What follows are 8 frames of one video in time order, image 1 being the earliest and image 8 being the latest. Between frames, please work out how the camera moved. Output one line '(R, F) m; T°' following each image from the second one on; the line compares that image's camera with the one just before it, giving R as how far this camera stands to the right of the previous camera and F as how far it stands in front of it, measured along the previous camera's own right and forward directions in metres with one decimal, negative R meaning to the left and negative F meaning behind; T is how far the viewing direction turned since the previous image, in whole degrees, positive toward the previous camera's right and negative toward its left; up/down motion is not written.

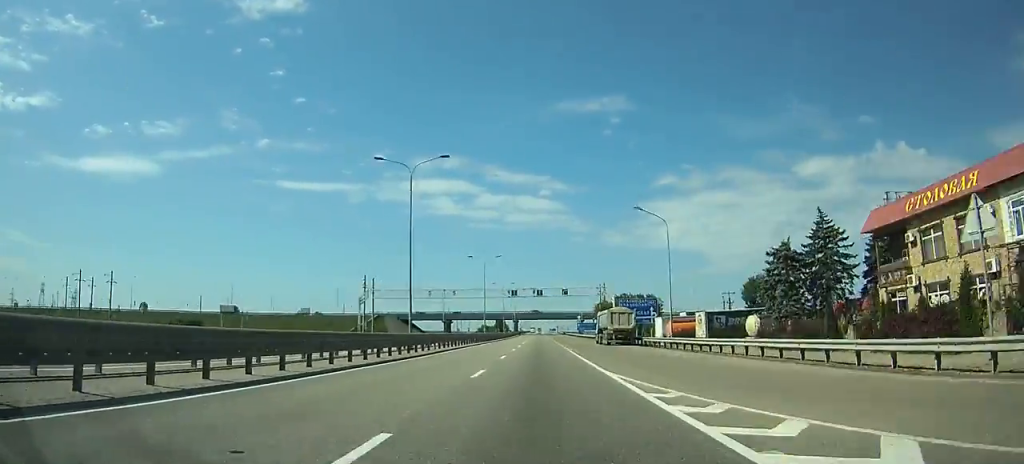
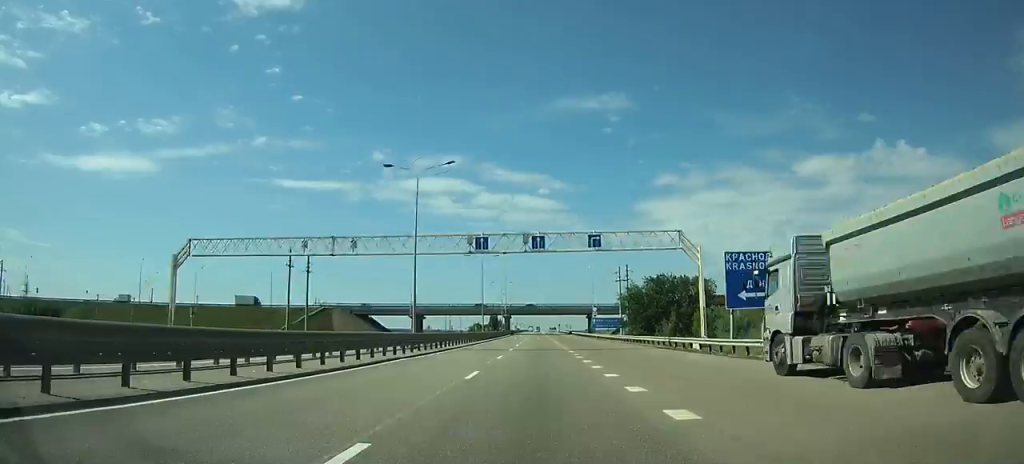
(+0.1, +50.3) m; 0°
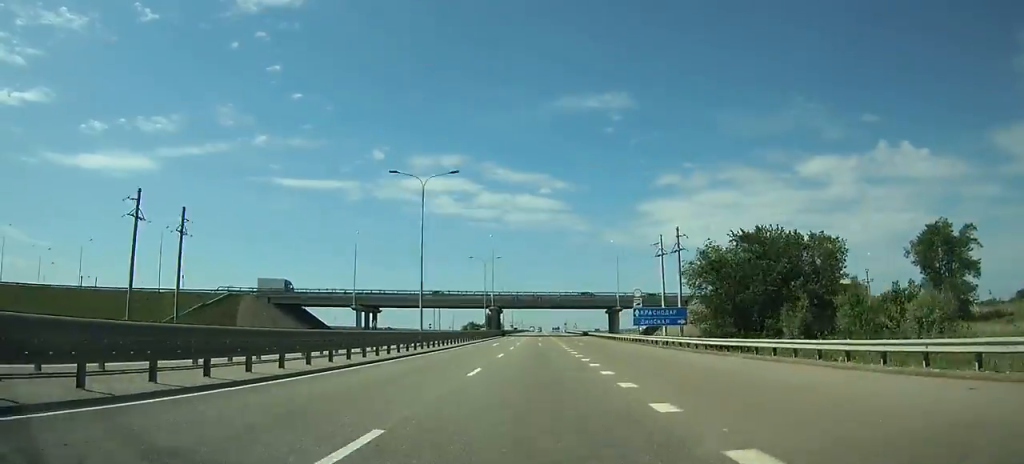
(+0.1, +48.4) m; 0°
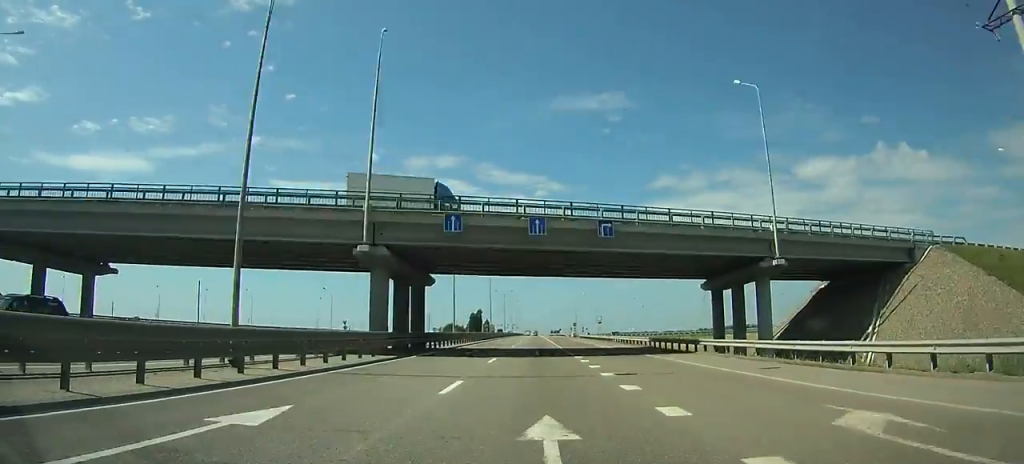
(-0.2, +78.0) m; 0°
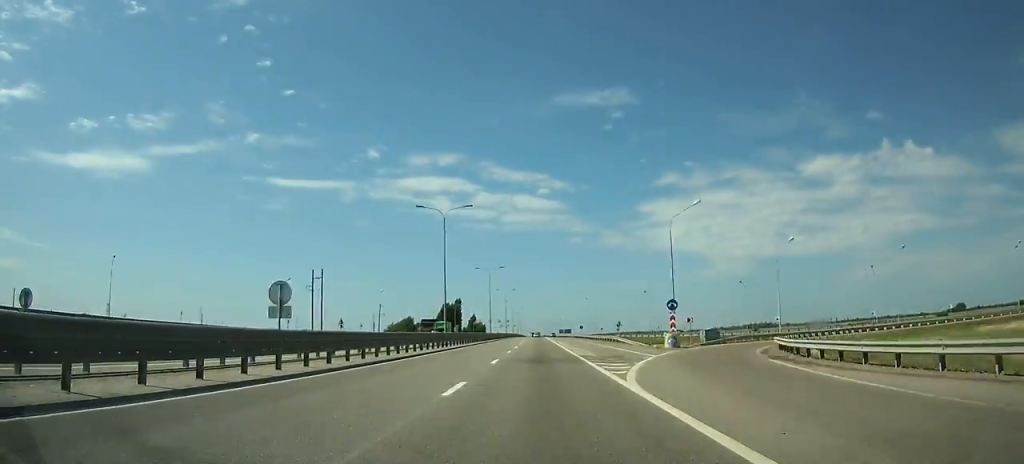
(-0.2, +107.1) m; 0°
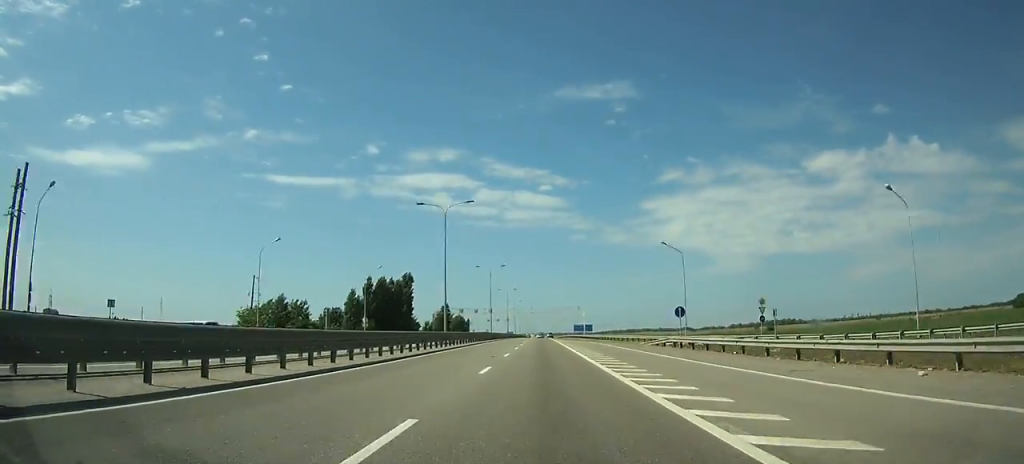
(-0.1, +99.5) m; 0°
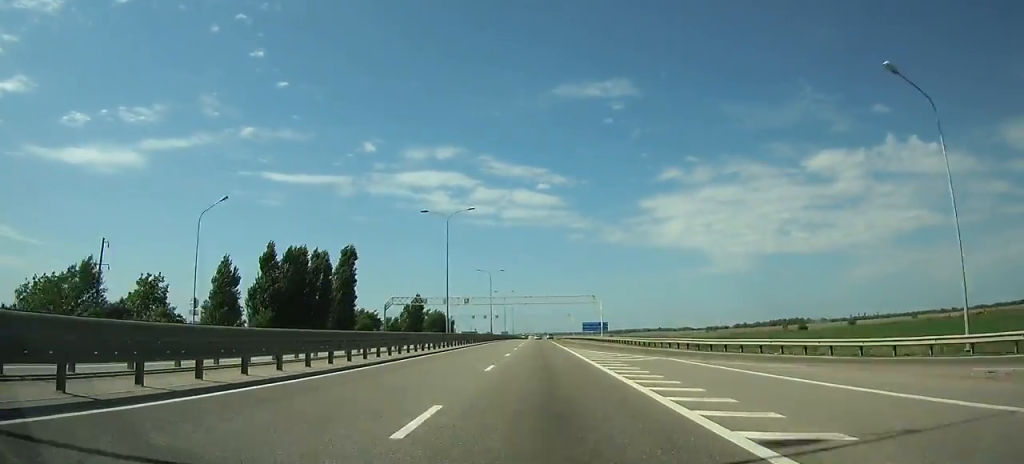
(0.0, +47.0) m; 0°
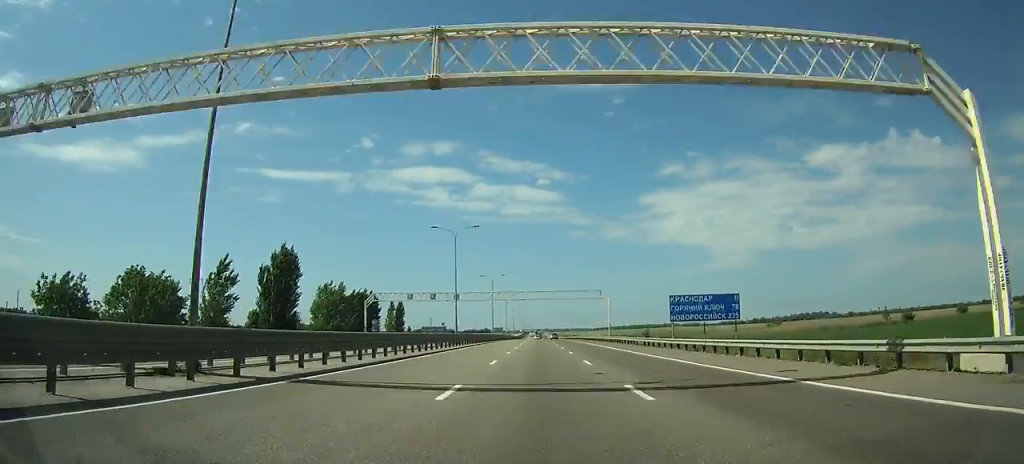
(-0.1, +96.4) m; 0°
